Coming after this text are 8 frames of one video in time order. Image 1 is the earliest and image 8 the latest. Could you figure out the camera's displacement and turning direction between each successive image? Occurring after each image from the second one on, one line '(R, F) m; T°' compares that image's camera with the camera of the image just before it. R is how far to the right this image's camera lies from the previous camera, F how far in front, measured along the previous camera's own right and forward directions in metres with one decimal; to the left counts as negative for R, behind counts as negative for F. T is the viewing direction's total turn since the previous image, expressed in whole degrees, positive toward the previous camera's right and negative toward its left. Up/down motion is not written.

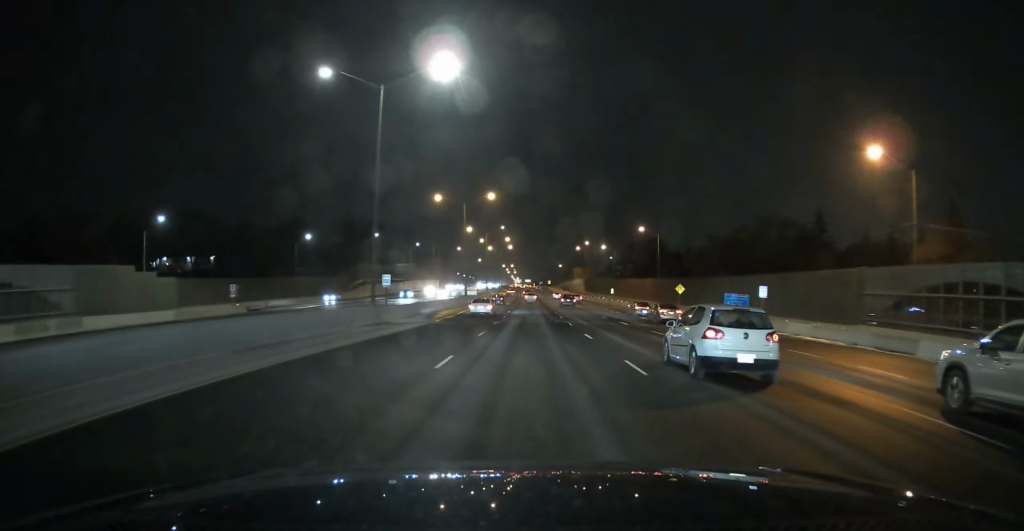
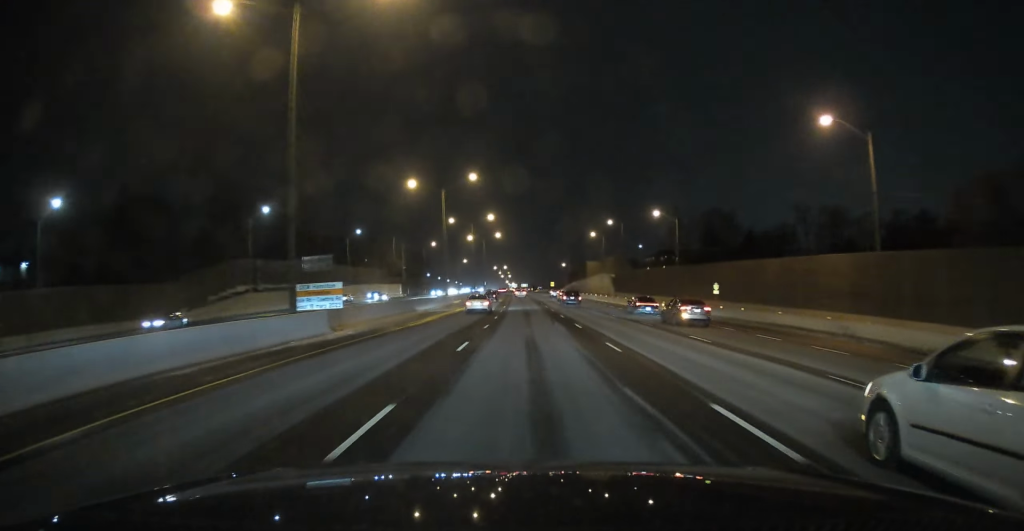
(+1.0, +77.6) m; 0°
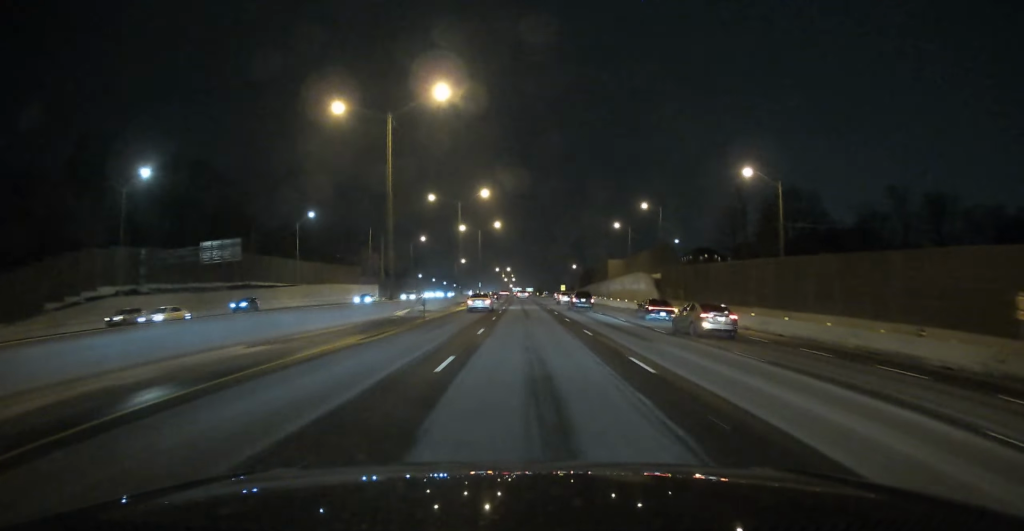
(-0.2, +39.6) m; 0°
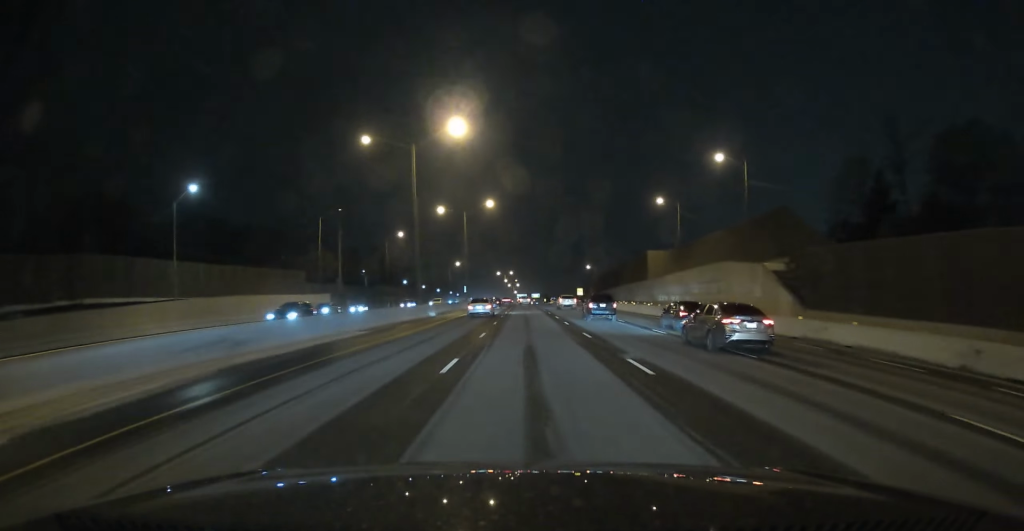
(-0.6, +46.5) m; 0°
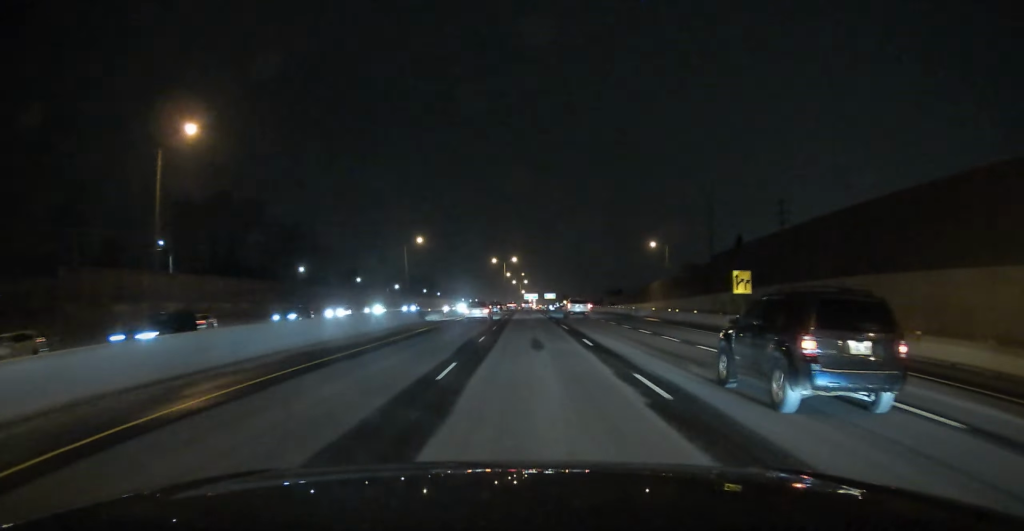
(-0.2, +117.8) m; 0°
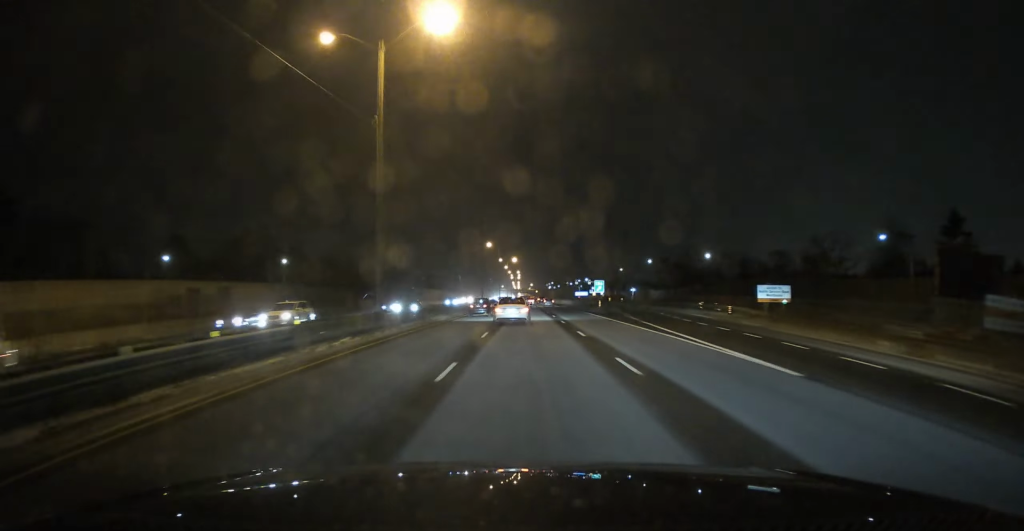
(+2.4, +311.2) m; +1°
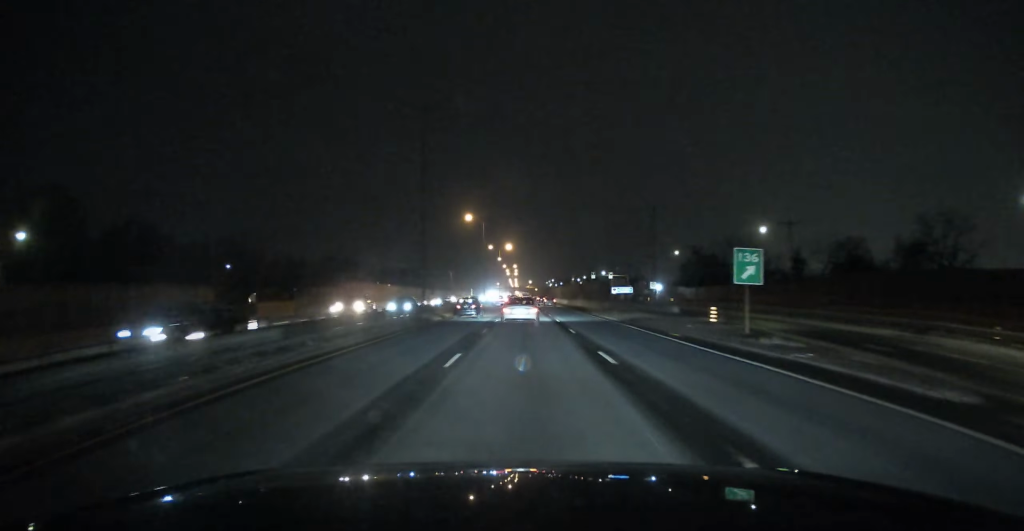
(-0.2, +58.8) m; 0°
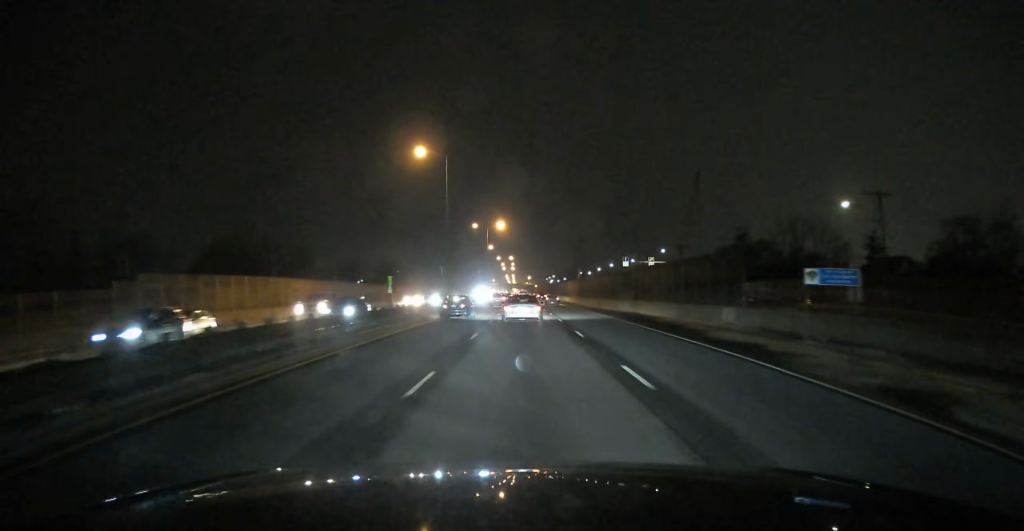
(0.0, +53.5) m; 0°
